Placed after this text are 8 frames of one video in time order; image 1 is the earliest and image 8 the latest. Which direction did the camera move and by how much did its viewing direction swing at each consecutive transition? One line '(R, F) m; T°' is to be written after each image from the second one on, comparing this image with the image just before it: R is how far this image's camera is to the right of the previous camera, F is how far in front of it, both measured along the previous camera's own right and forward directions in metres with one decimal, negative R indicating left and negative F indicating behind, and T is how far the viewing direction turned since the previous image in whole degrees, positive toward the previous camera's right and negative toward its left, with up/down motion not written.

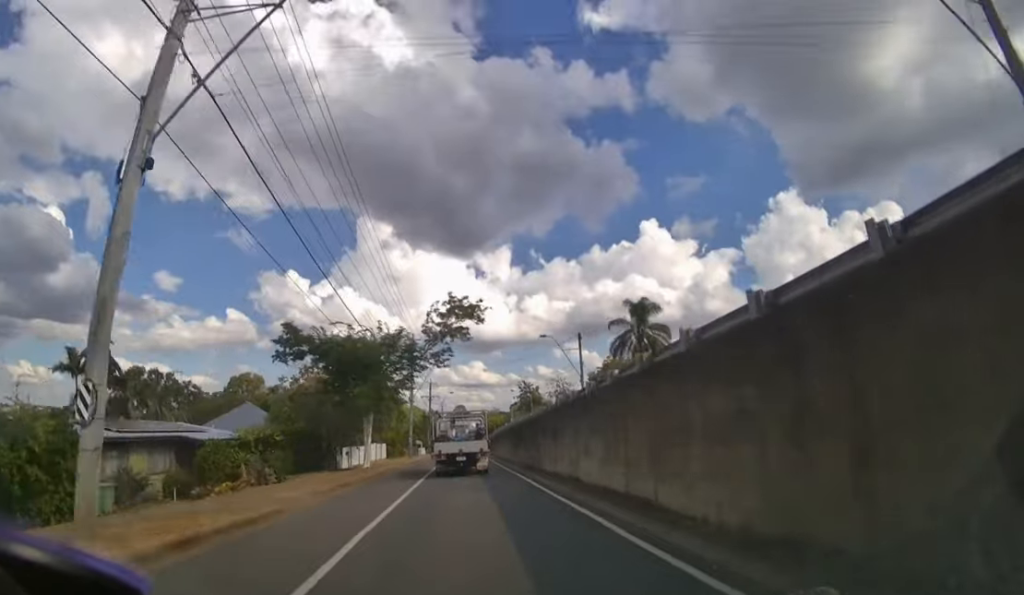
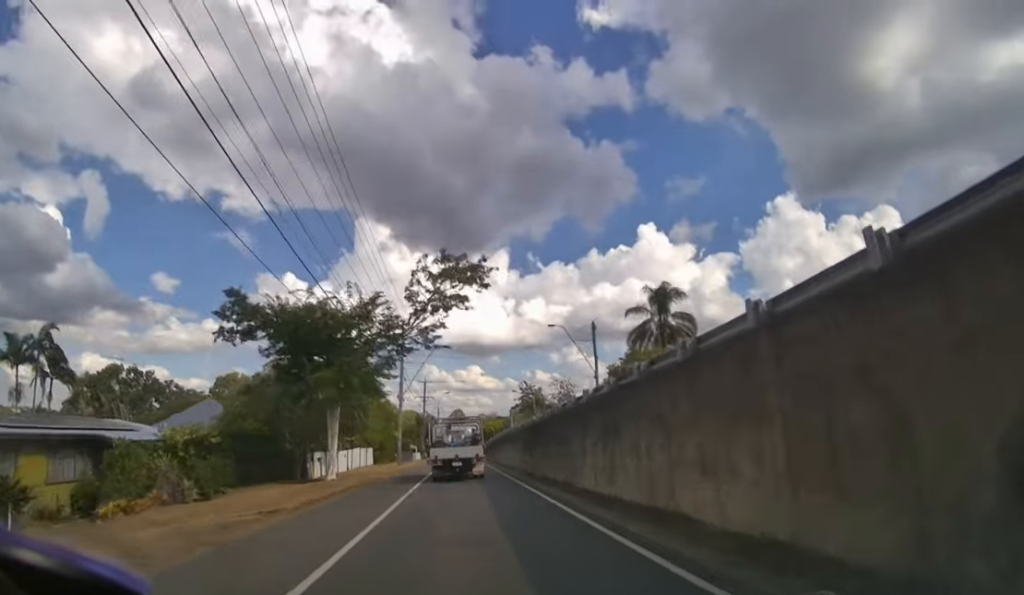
(0.0, +6.1) m; 0°
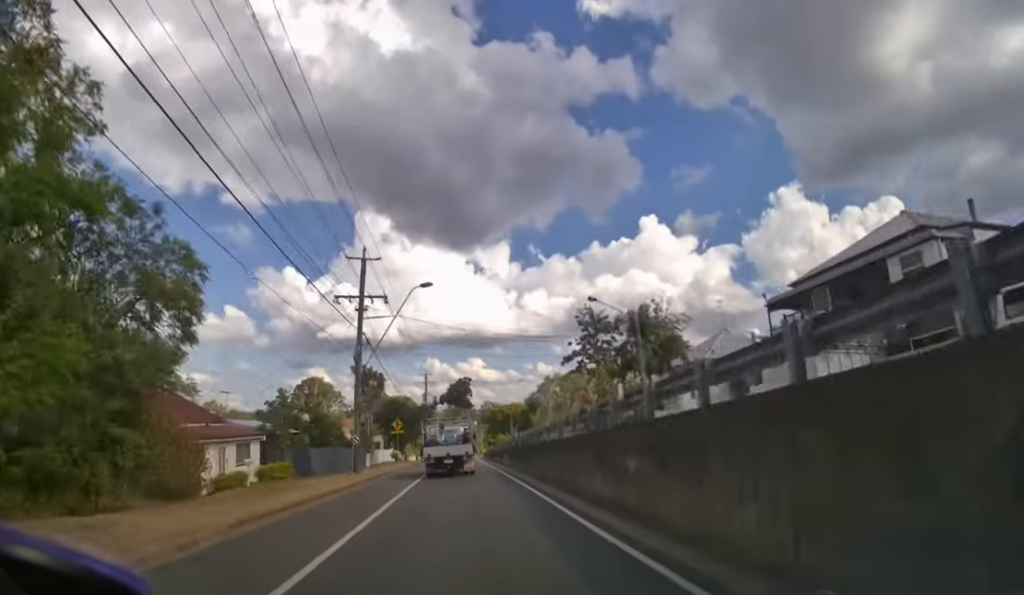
(-0.1, +42.7) m; 0°
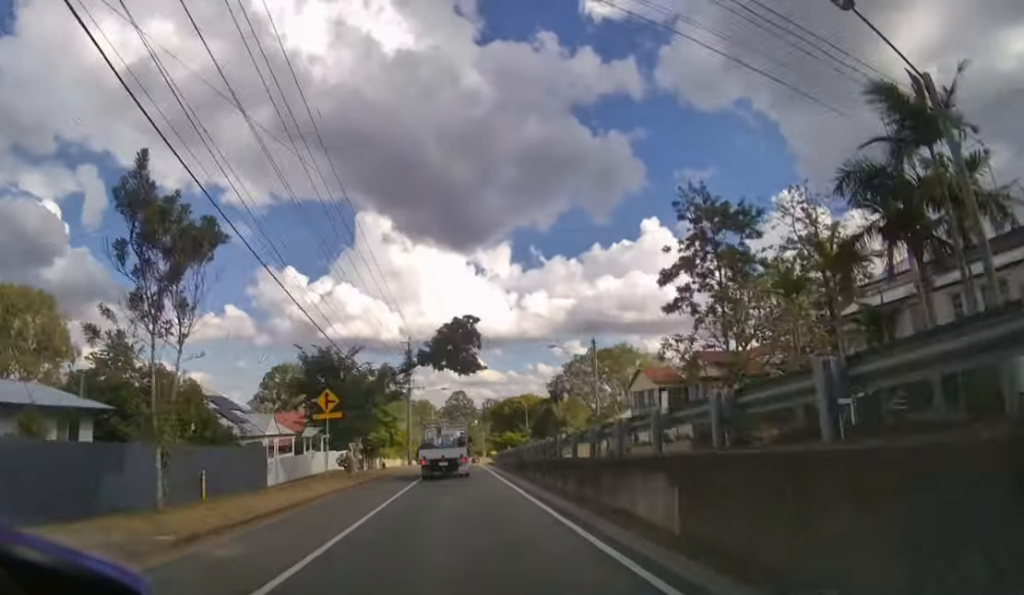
(0.0, +19.7) m; 0°
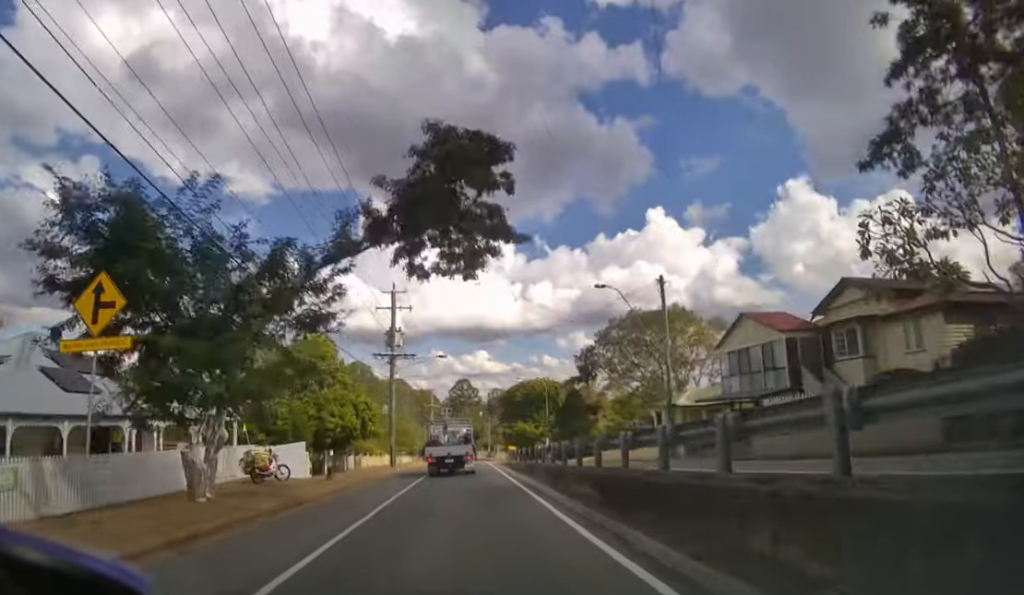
(0.0, +14.5) m; 0°
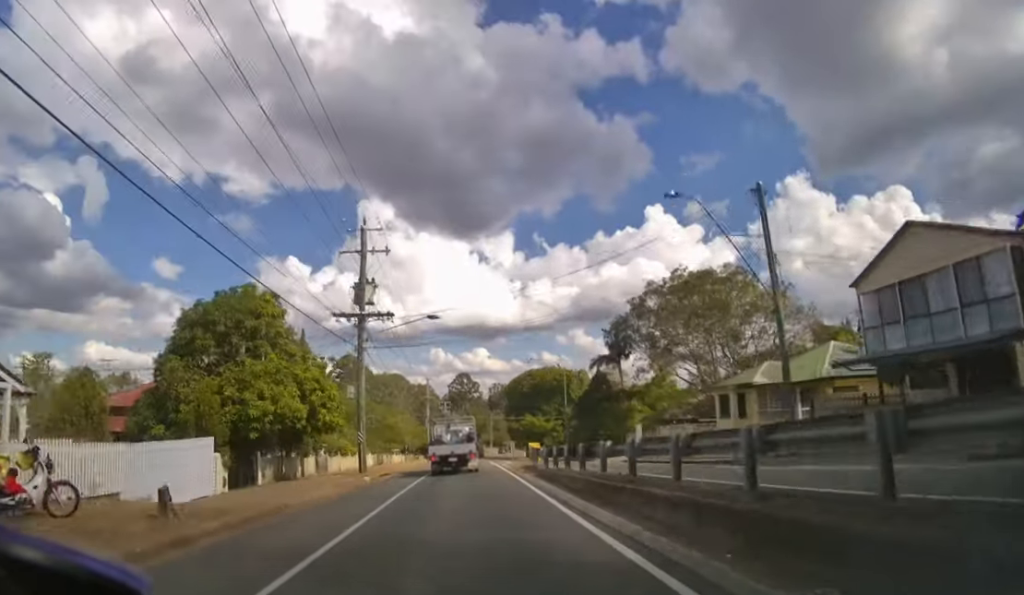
(0.0, +11.8) m; 0°
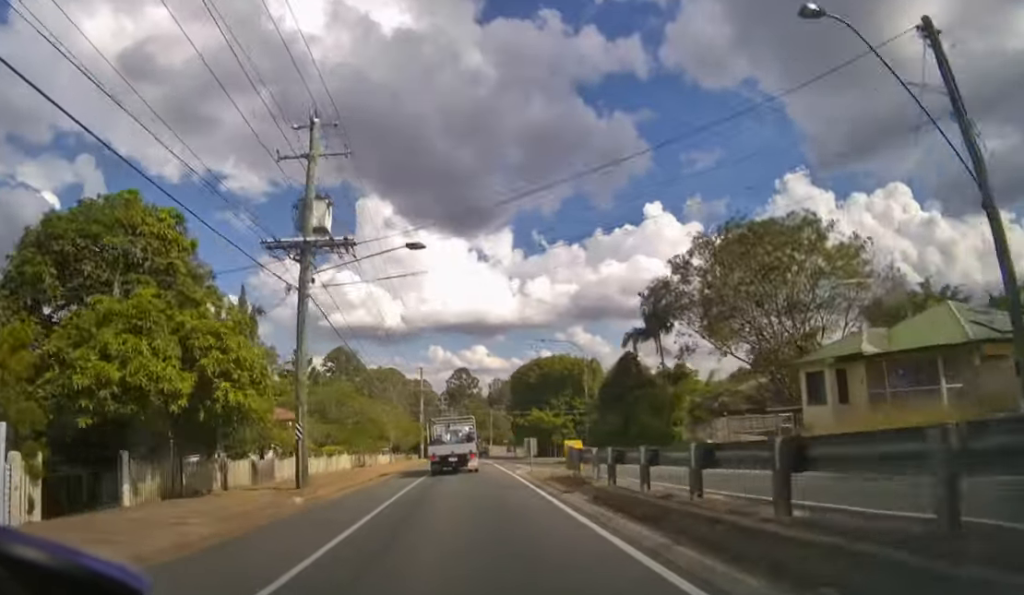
(0.0, +10.0) m; 0°
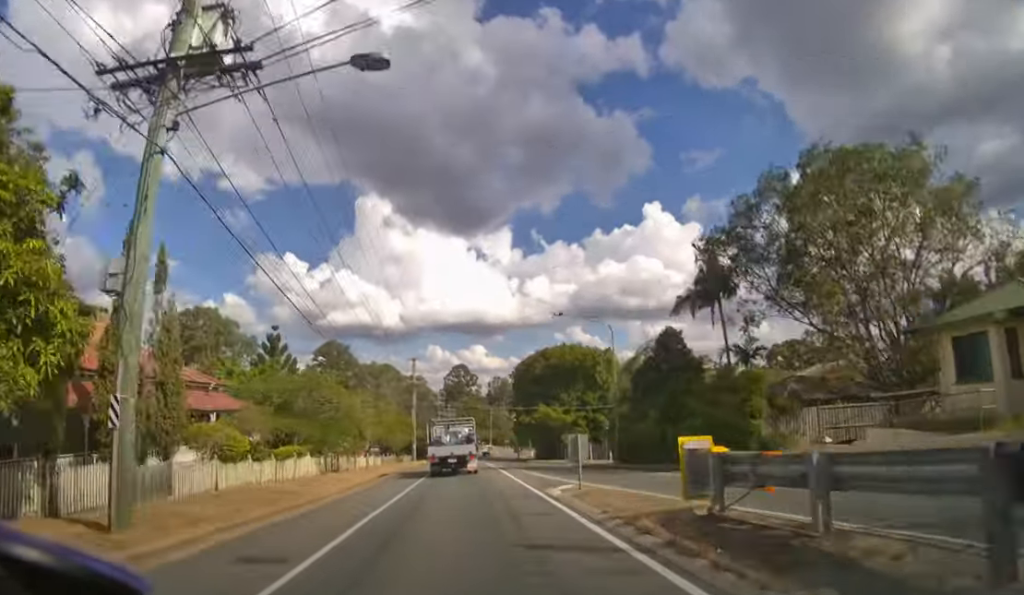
(0.0, +8.5) m; 0°
